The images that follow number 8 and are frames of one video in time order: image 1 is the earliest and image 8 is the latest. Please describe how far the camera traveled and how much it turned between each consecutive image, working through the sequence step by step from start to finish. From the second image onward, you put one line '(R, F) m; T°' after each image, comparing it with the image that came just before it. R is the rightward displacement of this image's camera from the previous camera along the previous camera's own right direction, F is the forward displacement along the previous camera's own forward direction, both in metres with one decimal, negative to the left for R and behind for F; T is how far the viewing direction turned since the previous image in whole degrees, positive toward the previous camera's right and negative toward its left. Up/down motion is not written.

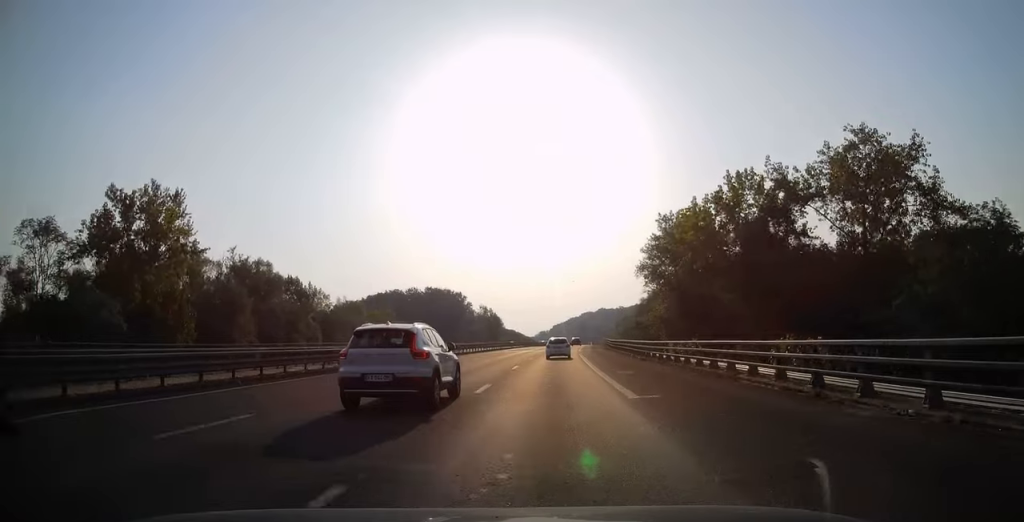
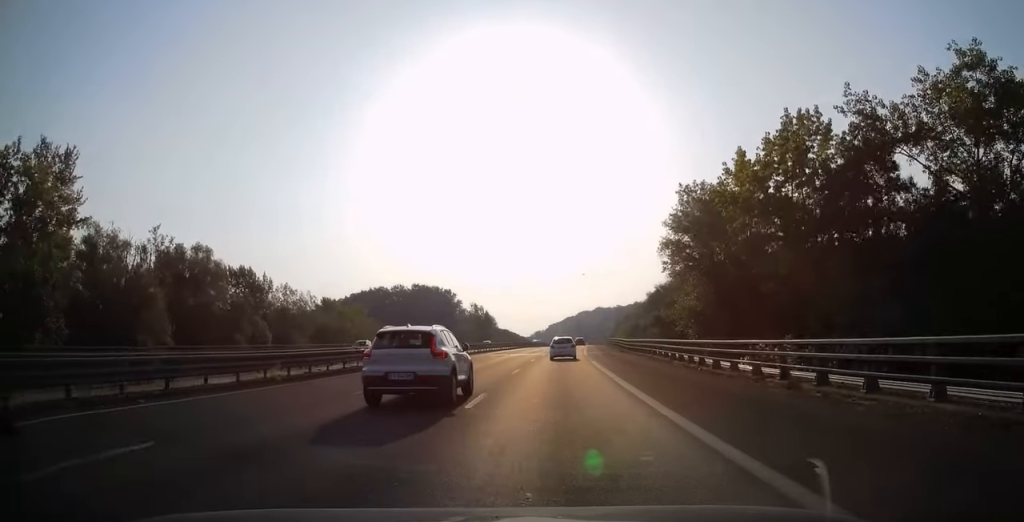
(+0.2, +16.1) m; +1°
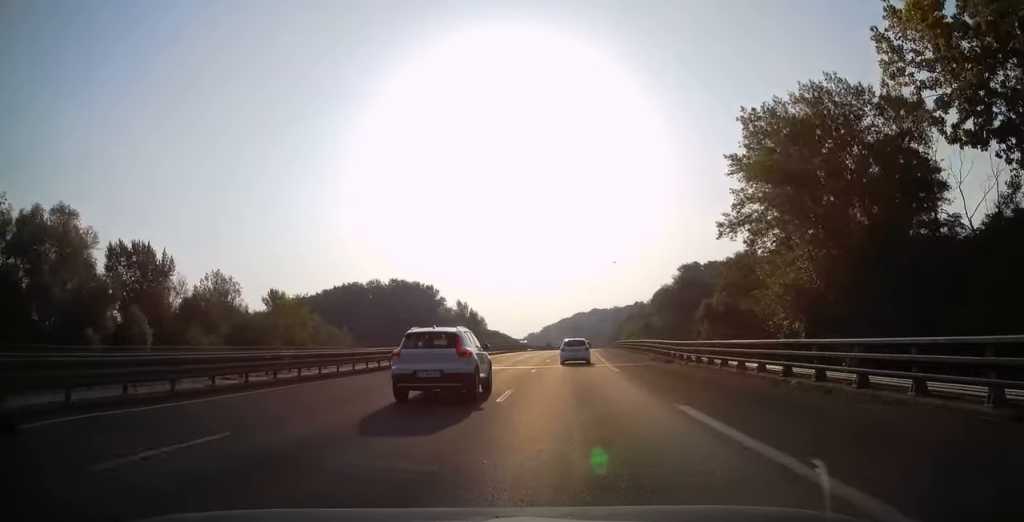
(+0.3, +24.4) m; +1°
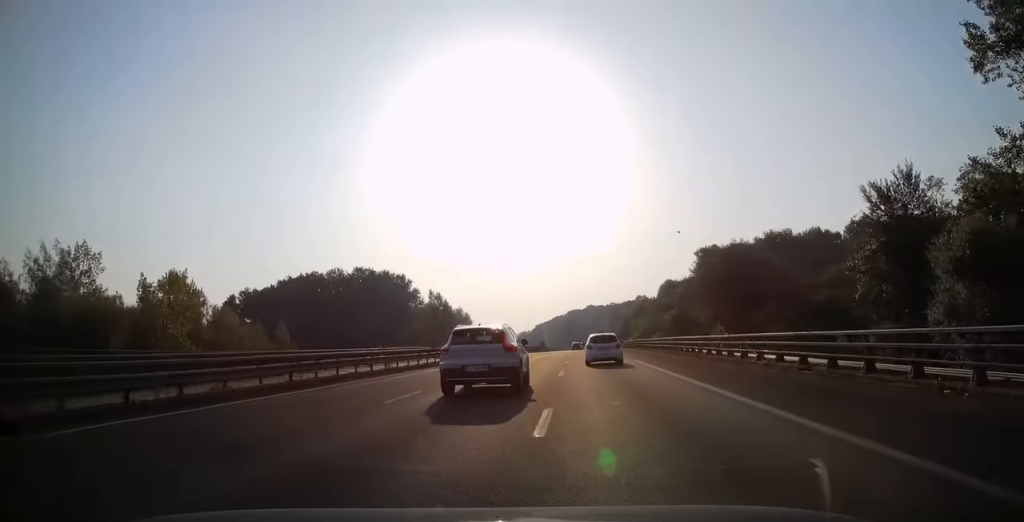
(0.0, +30.8) m; 0°
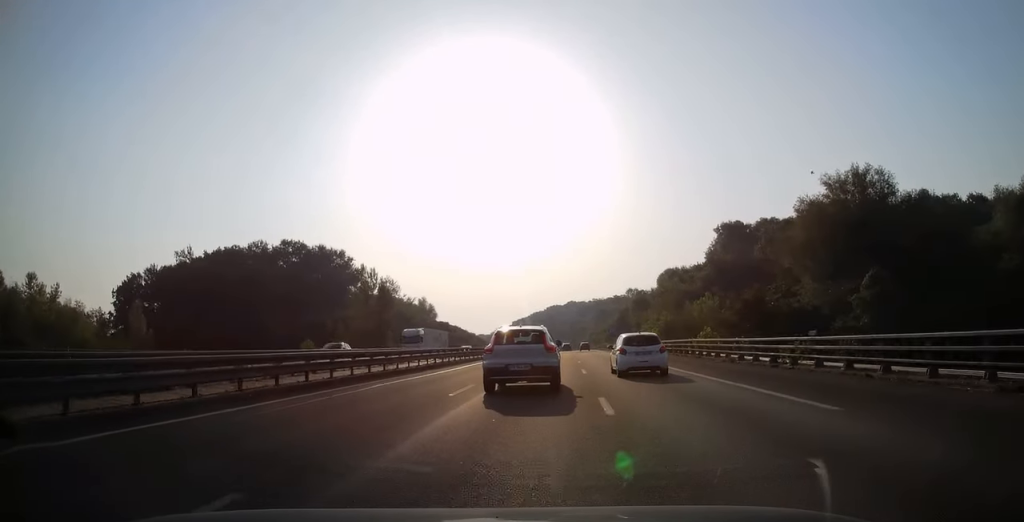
(+0.6, +36.3) m; +2°
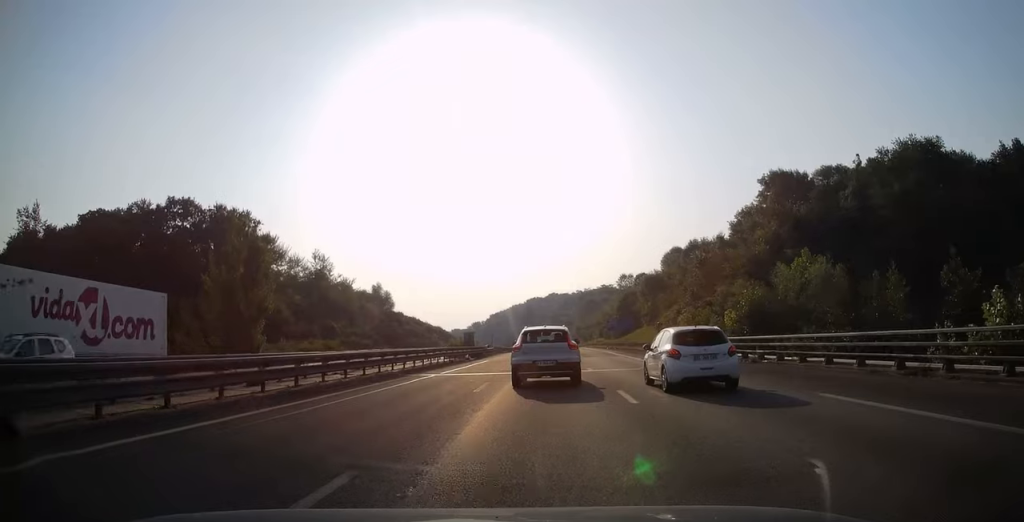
(+0.6, +37.3) m; +2°
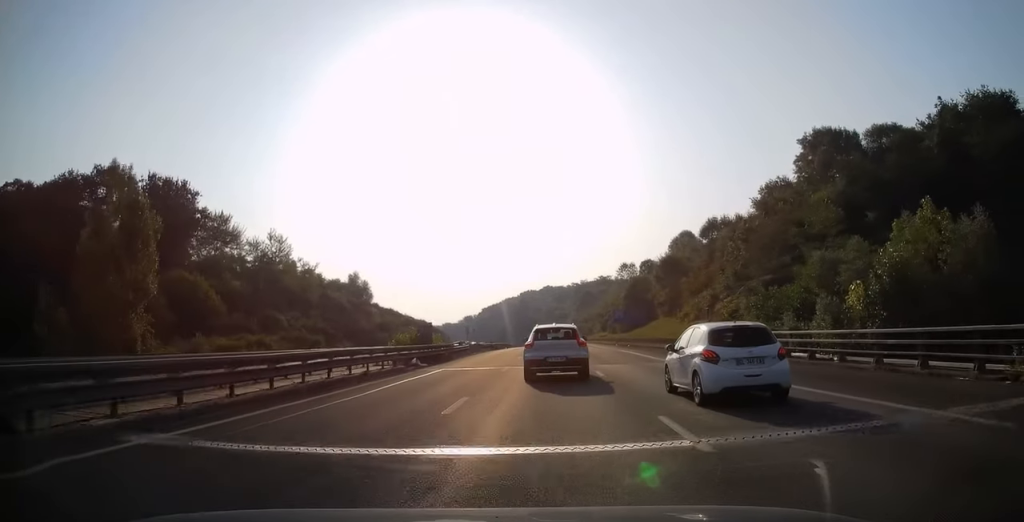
(+0.1, +17.7) m; 0°
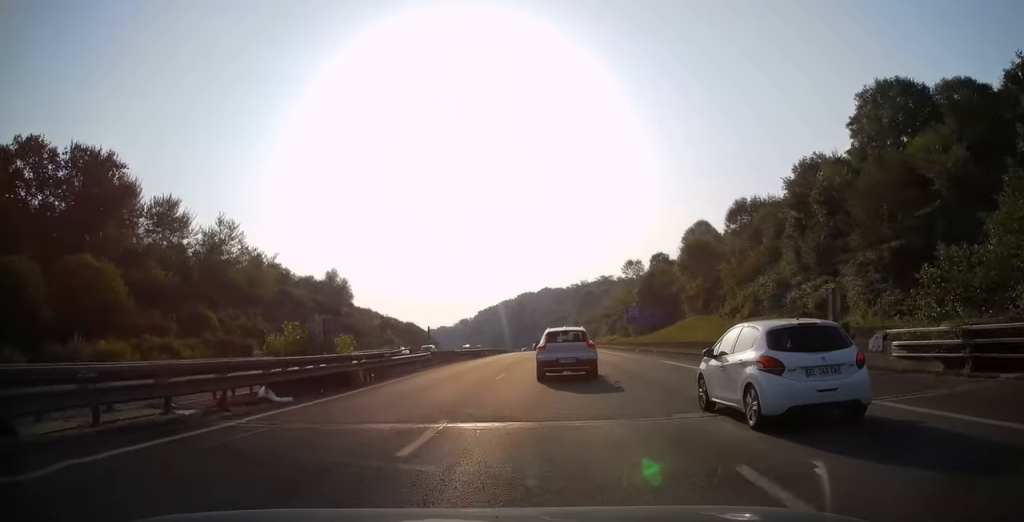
(+0.3, +16.6) m; 0°
